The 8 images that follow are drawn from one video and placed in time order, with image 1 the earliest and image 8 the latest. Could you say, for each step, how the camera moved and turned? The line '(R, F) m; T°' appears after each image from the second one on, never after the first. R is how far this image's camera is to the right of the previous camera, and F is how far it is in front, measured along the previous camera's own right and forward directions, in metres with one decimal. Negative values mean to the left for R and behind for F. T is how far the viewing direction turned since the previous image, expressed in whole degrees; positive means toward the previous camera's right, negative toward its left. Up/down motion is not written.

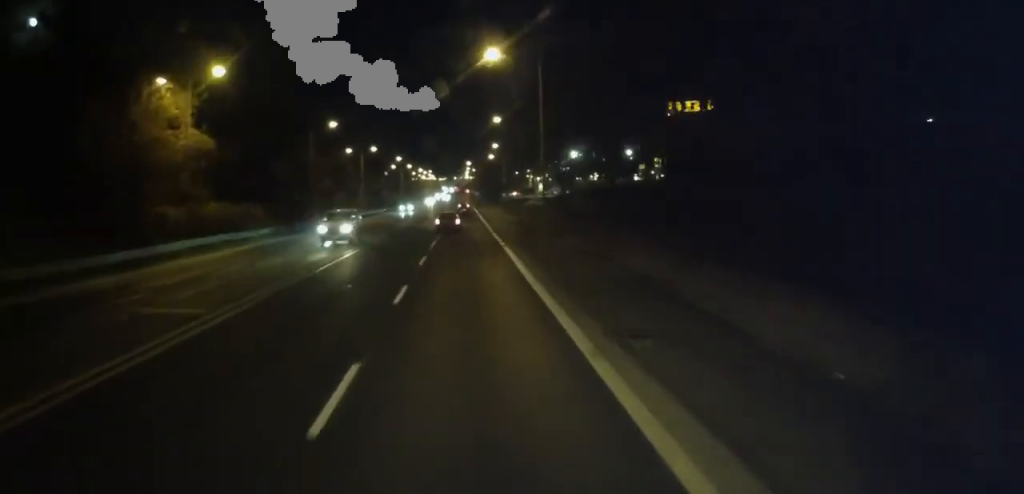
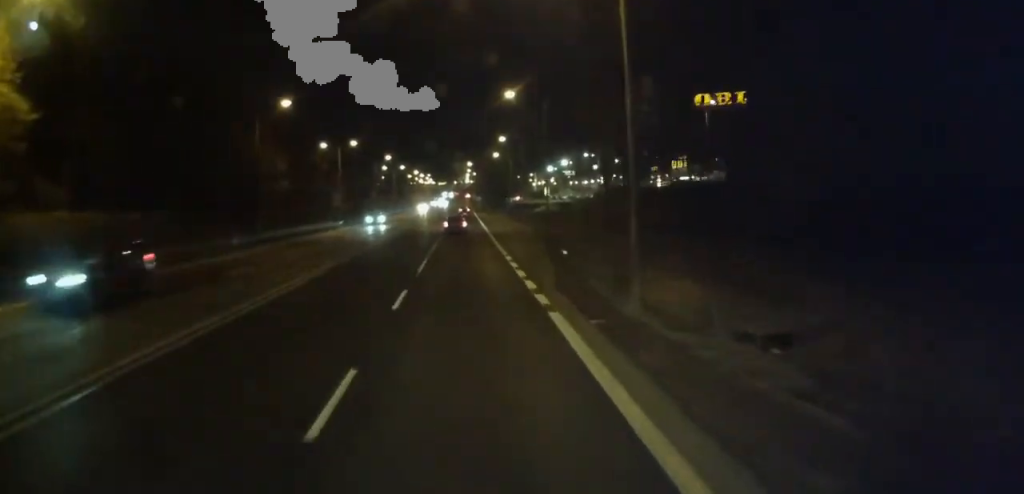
(0.0, +17.1) m; +1°
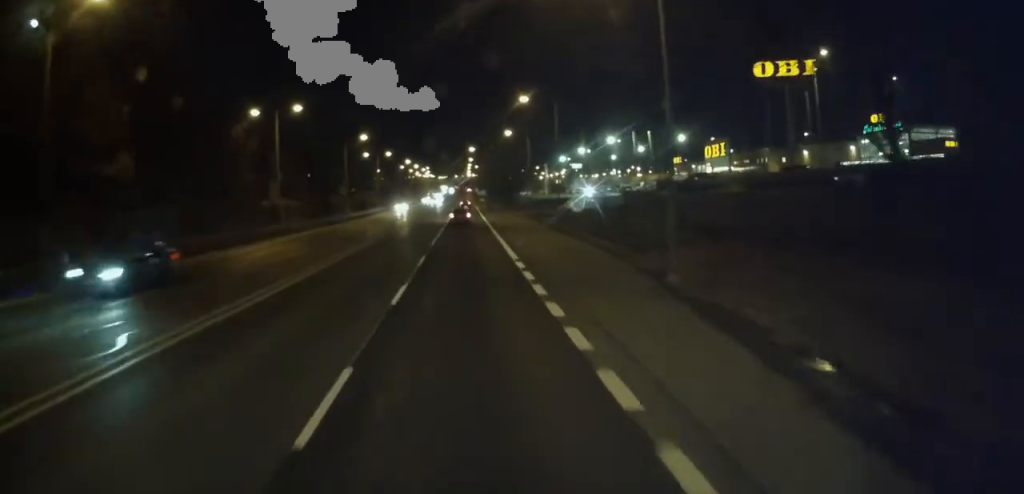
(+0.4, +26.2) m; 0°
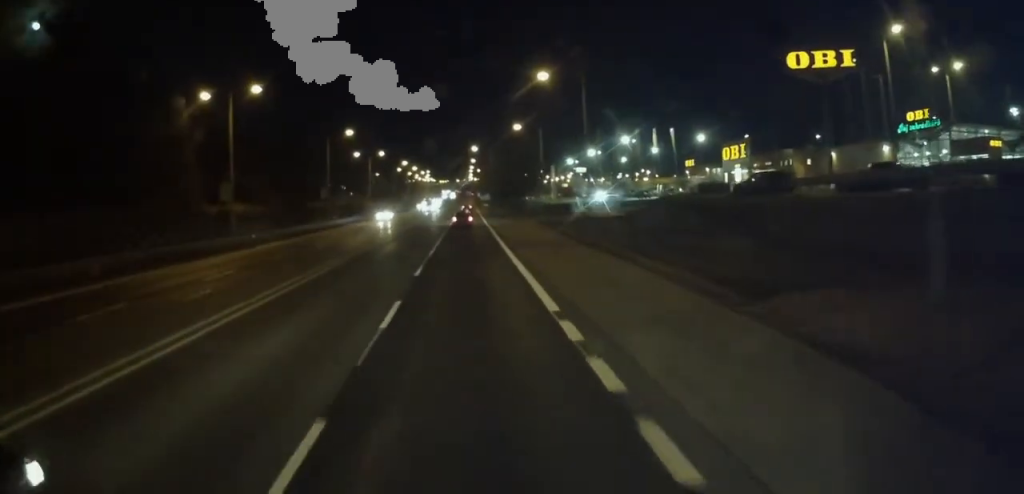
(0.0, +10.8) m; -1°
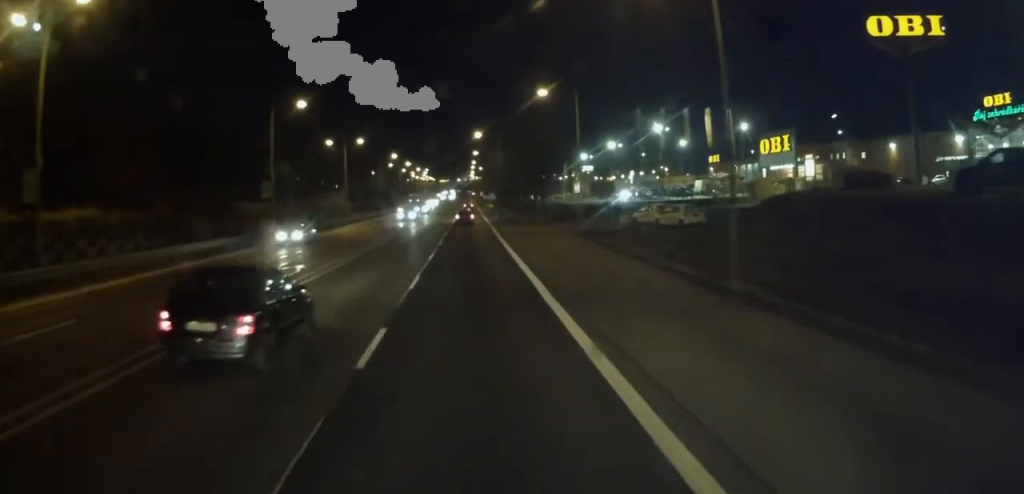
(-0.4, +20.5) m; -1°
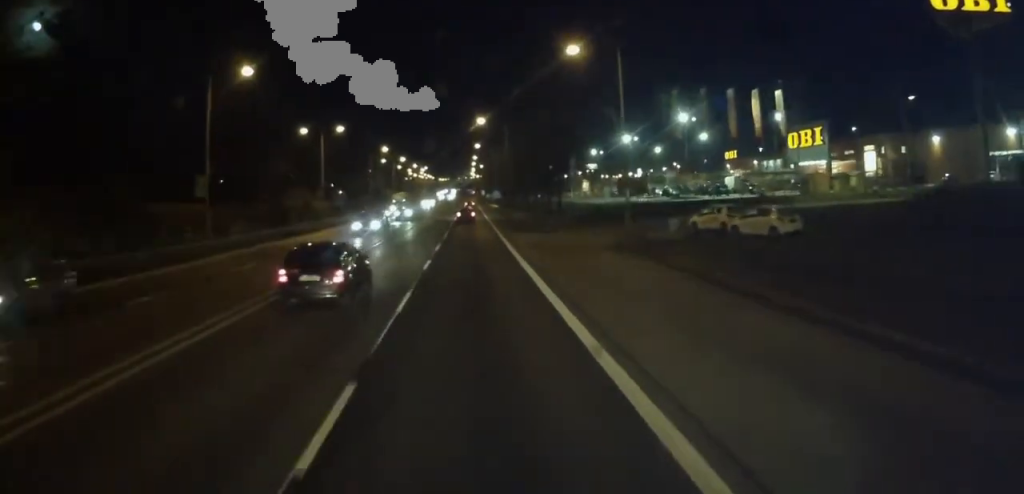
(-0.1, +12.6) m; +1°
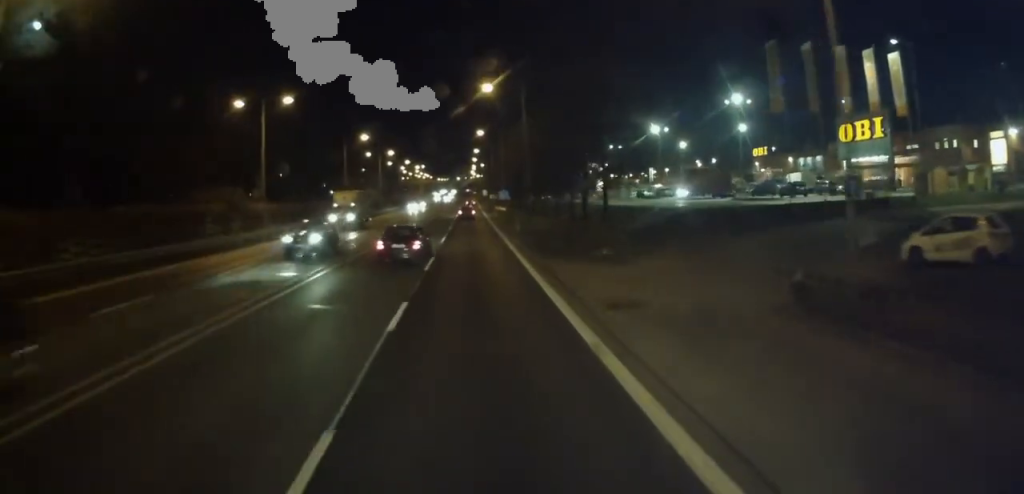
(+0.3, +19.4) m; 0°
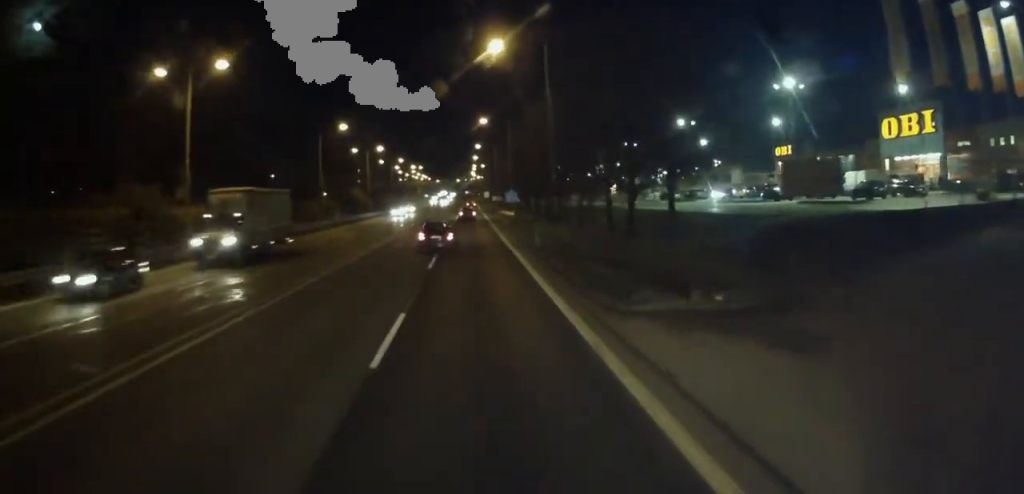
(-0.4, +13.0) m; 0°
